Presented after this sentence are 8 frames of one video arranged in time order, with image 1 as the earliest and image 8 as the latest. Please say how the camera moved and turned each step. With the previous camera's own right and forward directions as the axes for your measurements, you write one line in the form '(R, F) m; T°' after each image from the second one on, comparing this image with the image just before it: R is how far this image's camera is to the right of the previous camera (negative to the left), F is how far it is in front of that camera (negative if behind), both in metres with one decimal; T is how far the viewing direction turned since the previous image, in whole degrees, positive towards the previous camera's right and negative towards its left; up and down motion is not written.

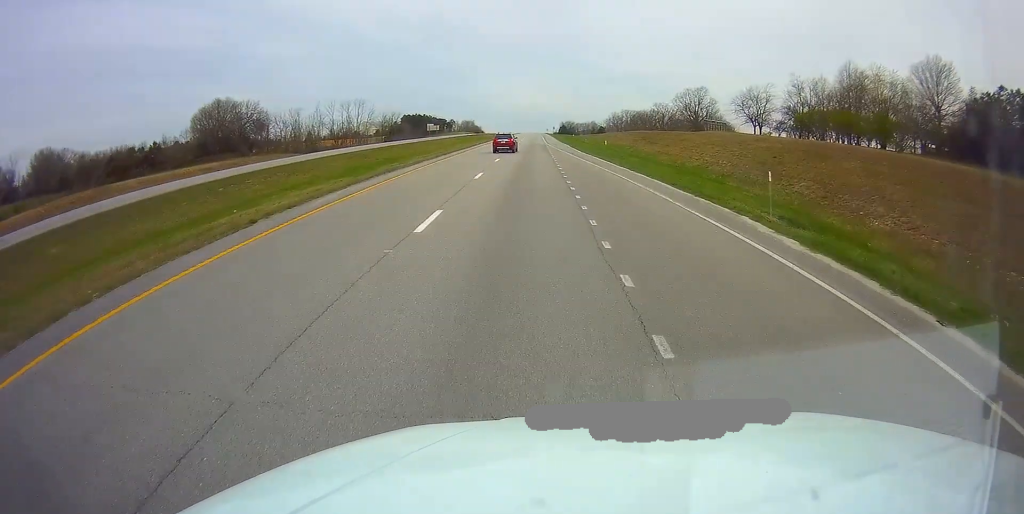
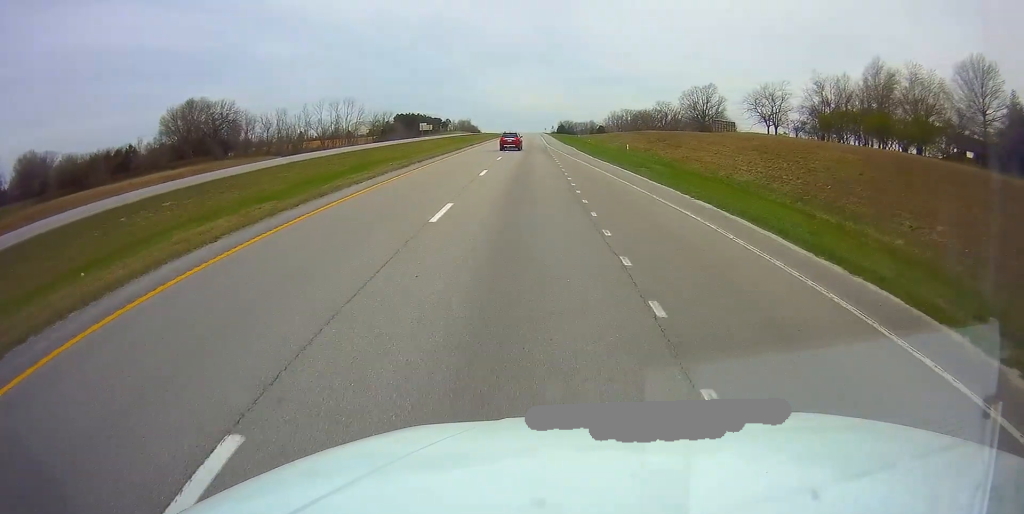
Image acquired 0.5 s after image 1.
(+0.1, +11.0) m; 0°
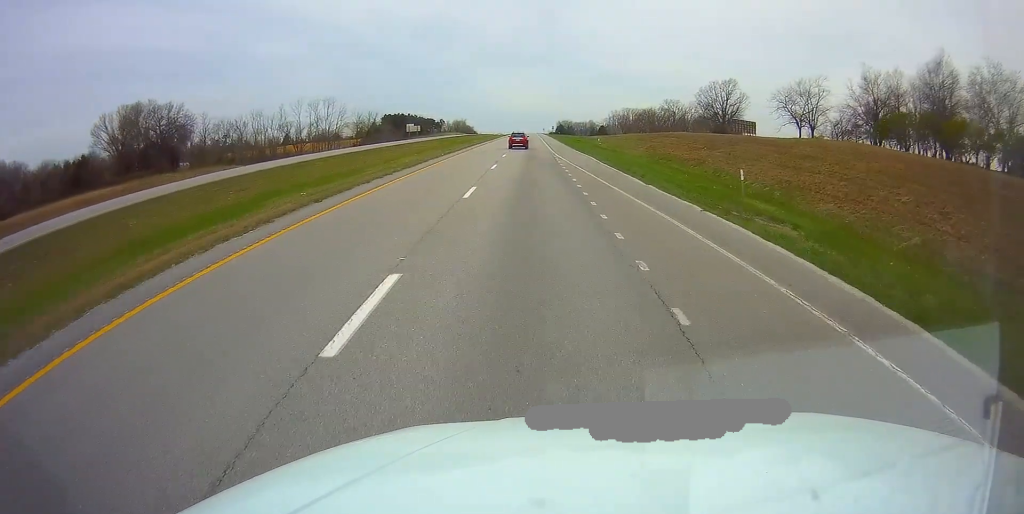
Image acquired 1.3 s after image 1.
(0.0, +19.9) m; 0°
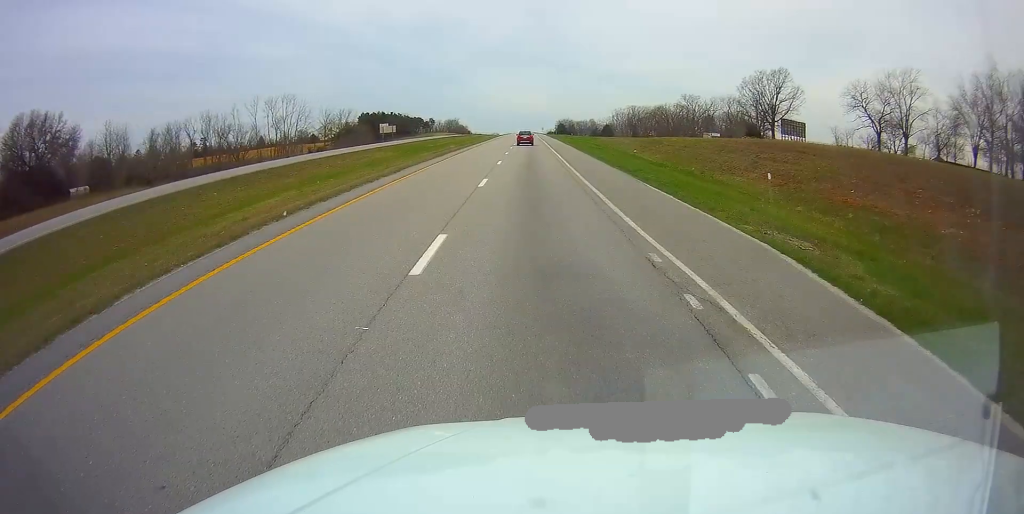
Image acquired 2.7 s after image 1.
(+0.2, +33.7) m; 0°
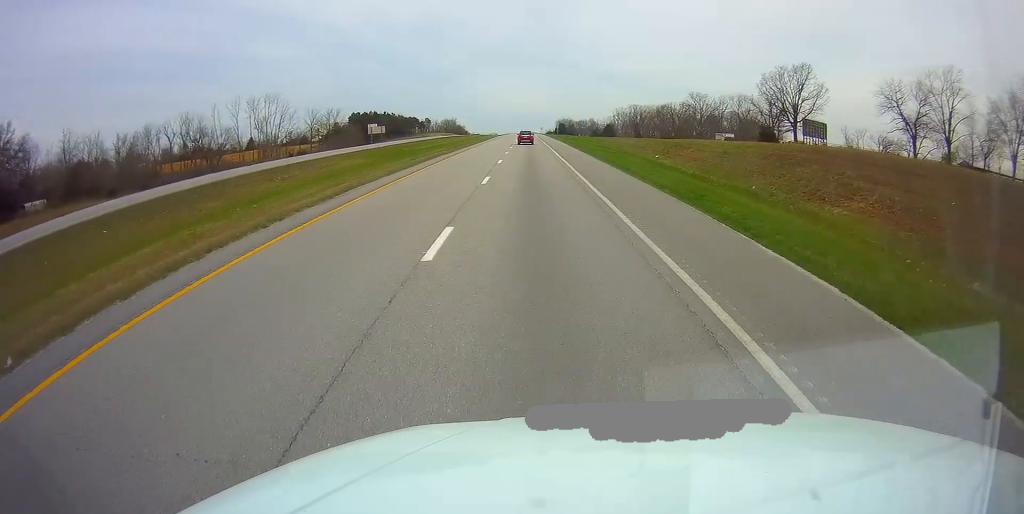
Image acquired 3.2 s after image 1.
(-0.1, +11.3) m; 0°
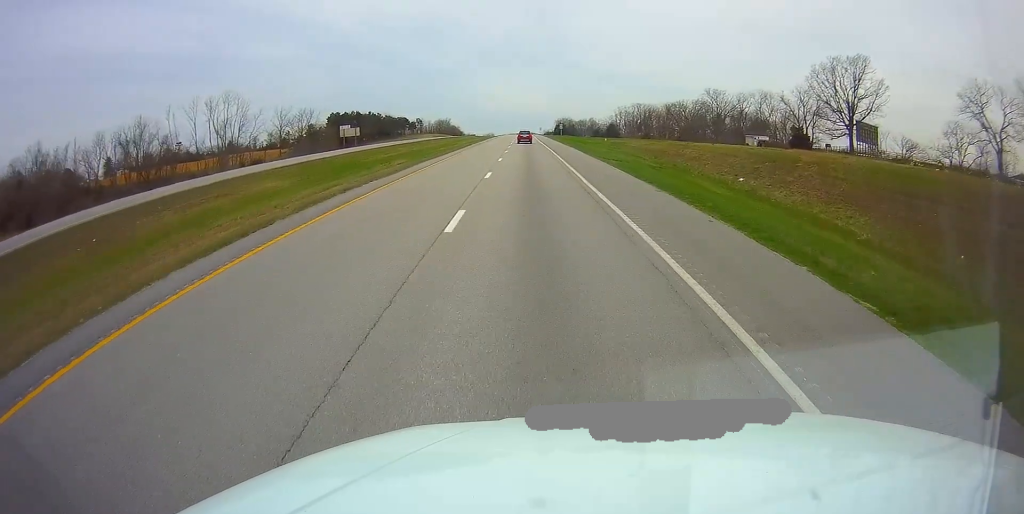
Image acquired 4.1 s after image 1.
(+0.1, +21.9) m; 0°
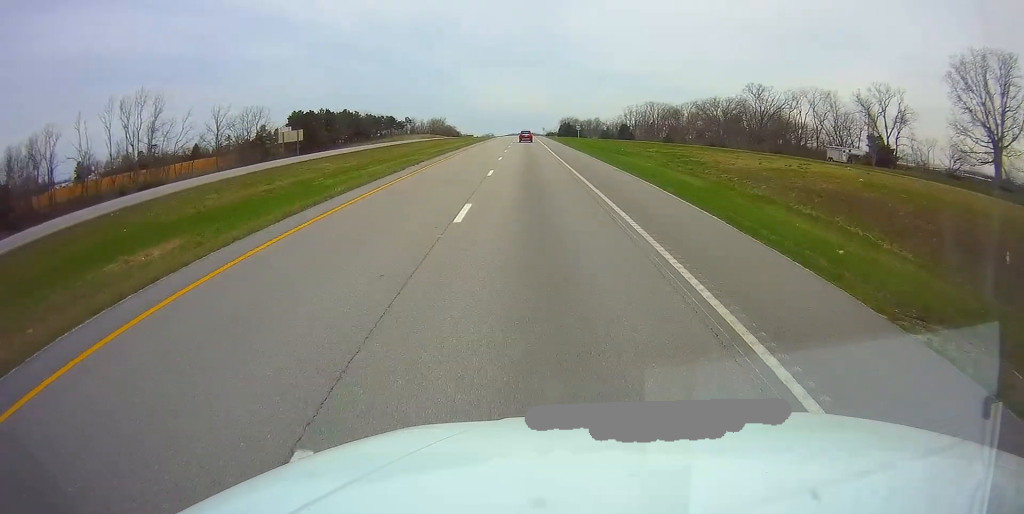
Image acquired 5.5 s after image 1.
(-0.1, +35.3) m; 0°
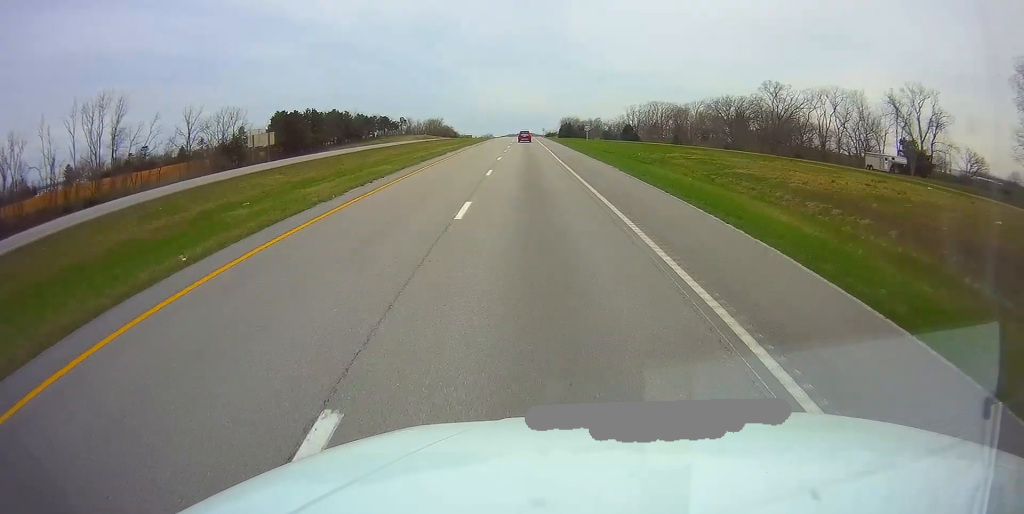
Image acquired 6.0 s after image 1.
(+0.2, +11.8) m; 0°
